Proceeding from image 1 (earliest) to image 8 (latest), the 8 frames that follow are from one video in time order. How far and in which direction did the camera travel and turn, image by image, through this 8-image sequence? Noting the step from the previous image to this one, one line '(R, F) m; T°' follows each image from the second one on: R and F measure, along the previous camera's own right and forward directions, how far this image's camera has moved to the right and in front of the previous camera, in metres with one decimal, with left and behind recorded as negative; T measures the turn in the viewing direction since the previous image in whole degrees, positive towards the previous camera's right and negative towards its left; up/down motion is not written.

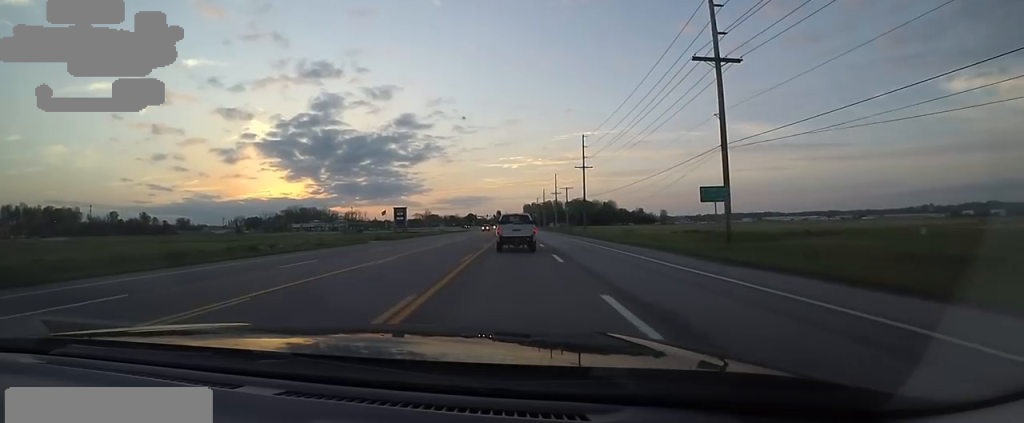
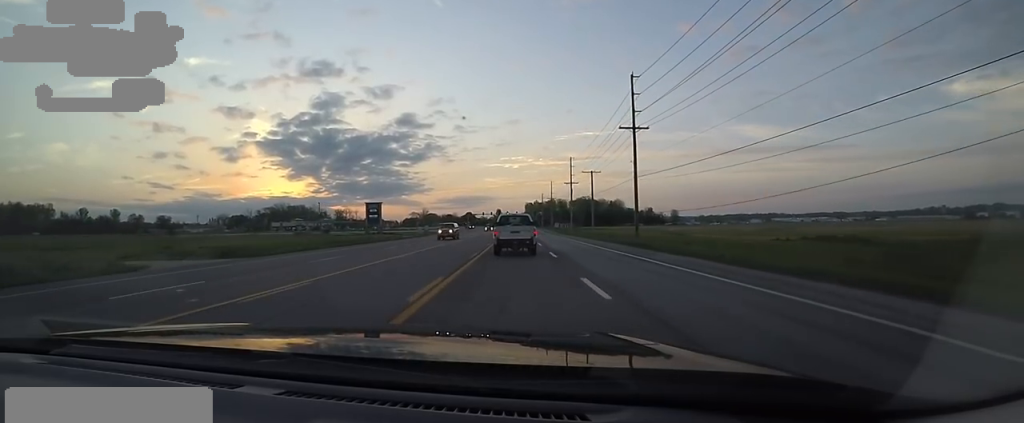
(+0.4, +31.5) m; 0°
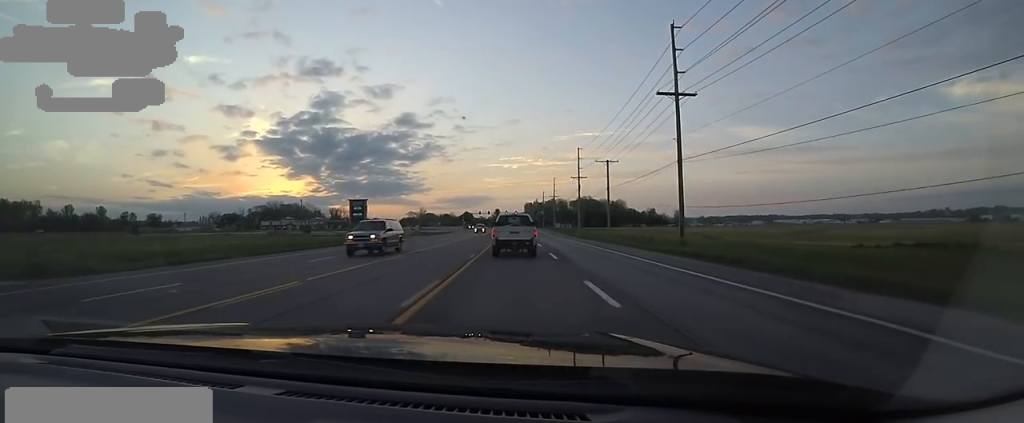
(0.0, +12.2) m; -1°
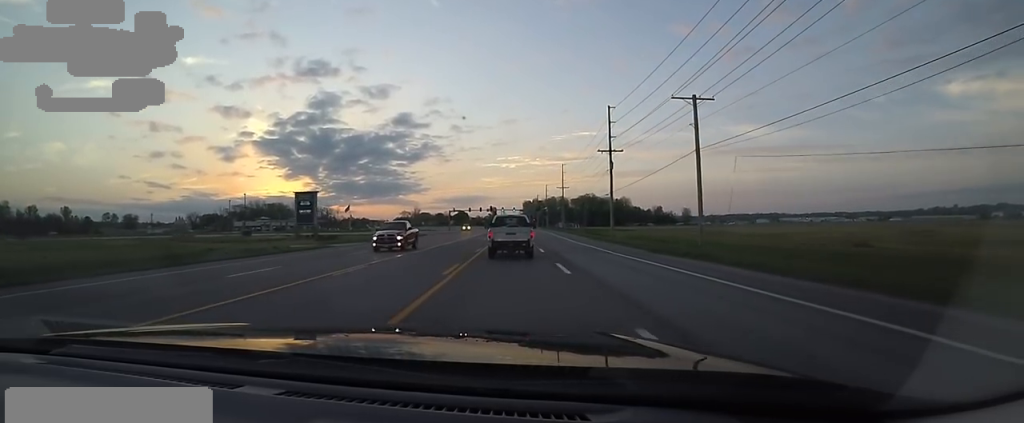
(-1.8, +30.3) m; -3°
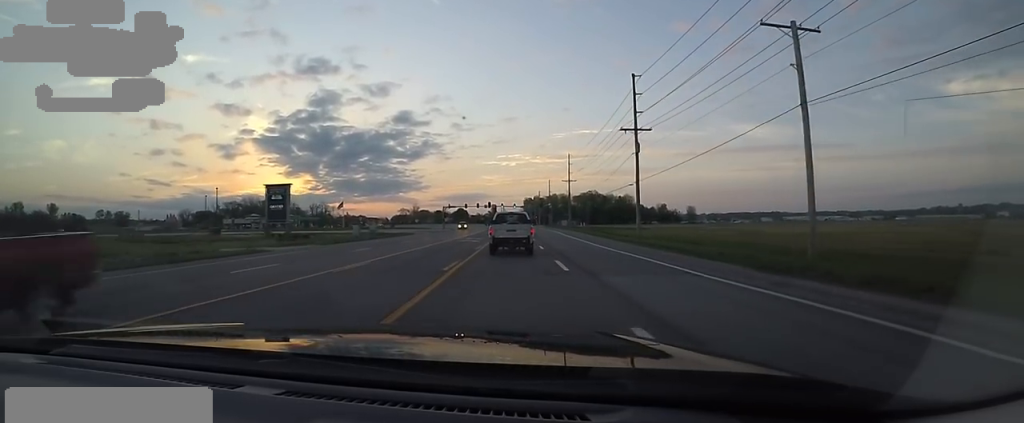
(+0.3, +12.4) m; +2°
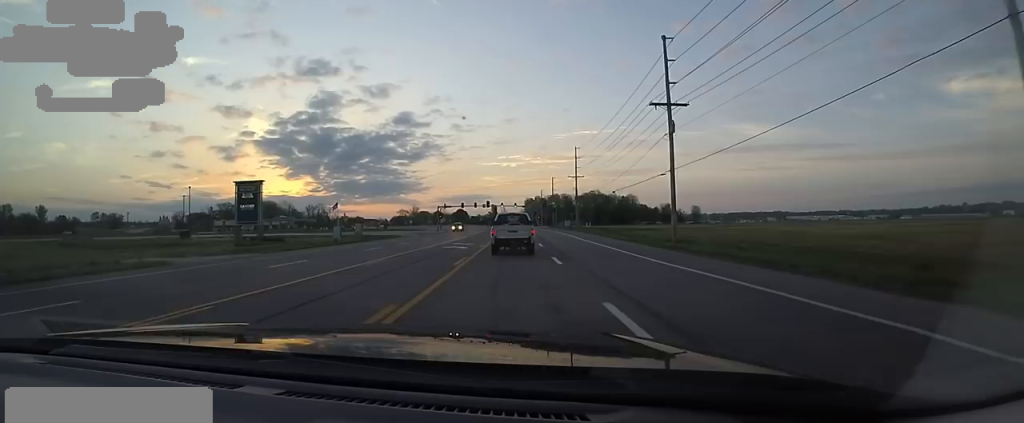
(+0.5, +10.5) m; +2°
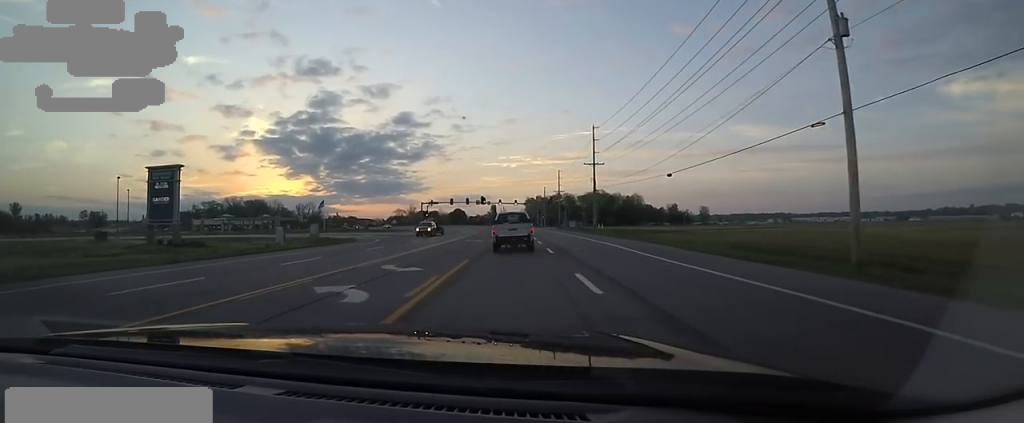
(-0.1, +21.0) m; +1°
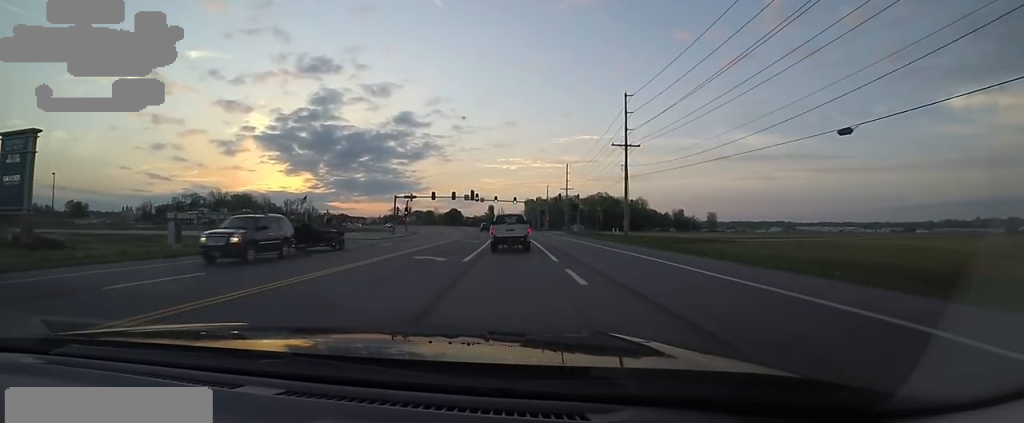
(+0.1, +20.5) m; -4°
